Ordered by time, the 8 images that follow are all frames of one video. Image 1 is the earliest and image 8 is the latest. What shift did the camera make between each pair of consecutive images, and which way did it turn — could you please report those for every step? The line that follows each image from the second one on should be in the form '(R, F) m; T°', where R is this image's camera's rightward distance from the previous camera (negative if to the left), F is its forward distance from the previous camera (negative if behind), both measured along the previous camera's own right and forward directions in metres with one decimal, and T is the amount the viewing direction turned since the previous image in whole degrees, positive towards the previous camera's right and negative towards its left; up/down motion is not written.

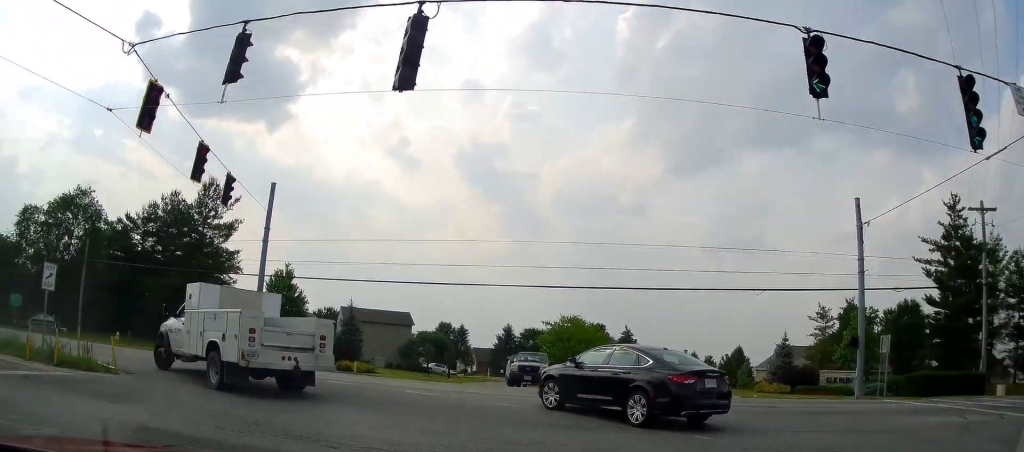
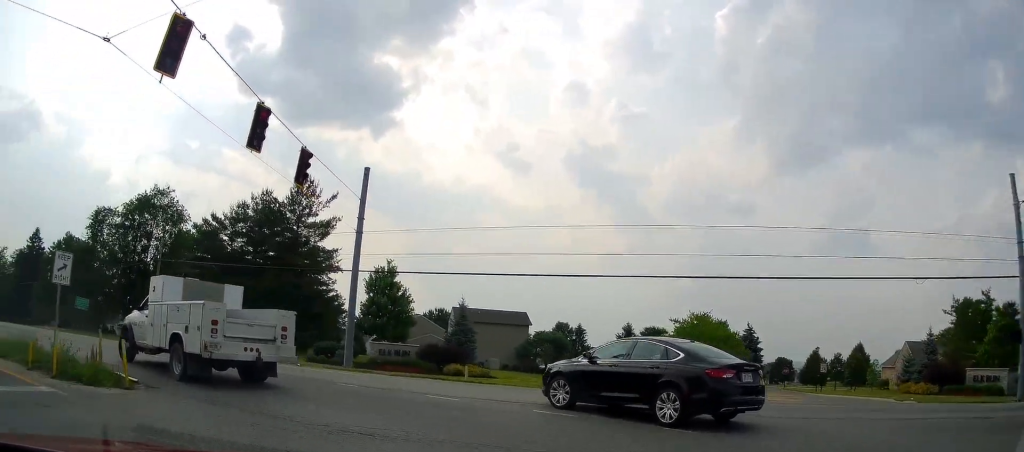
(0.0, +4.7) m; -7°
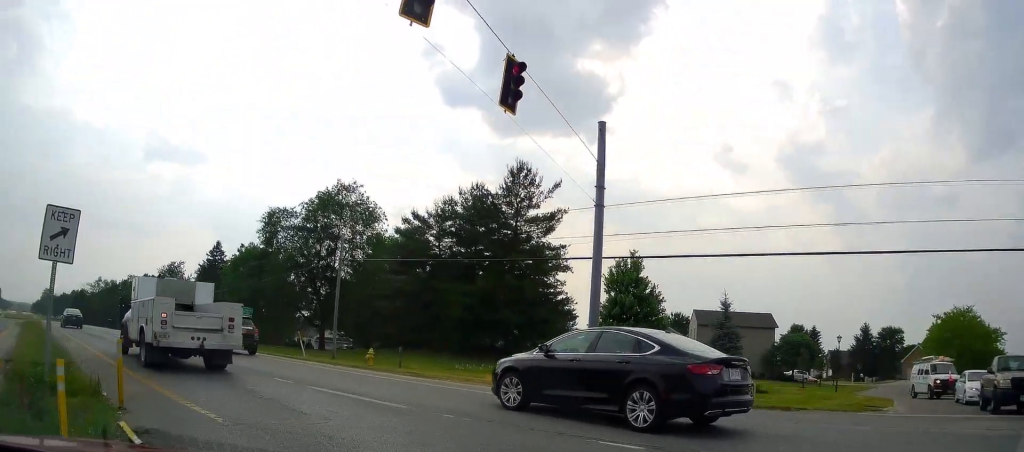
(-1.2, +7.8) m; -29°
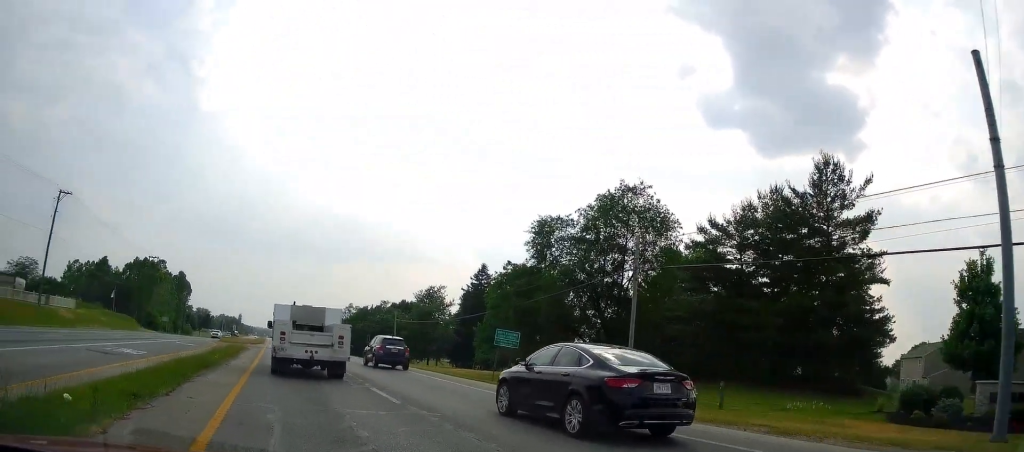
(-2.7, +7.5) m; -27°
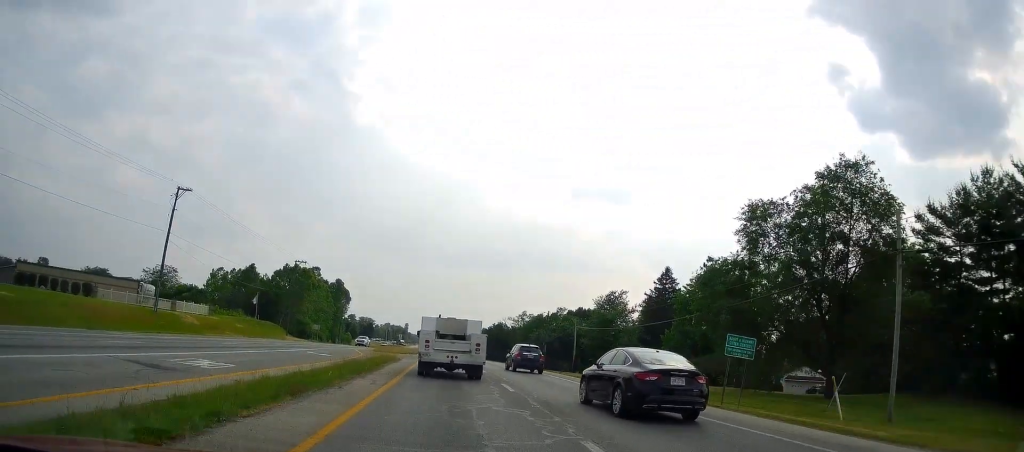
(-0.6, +7.3) m; -9°
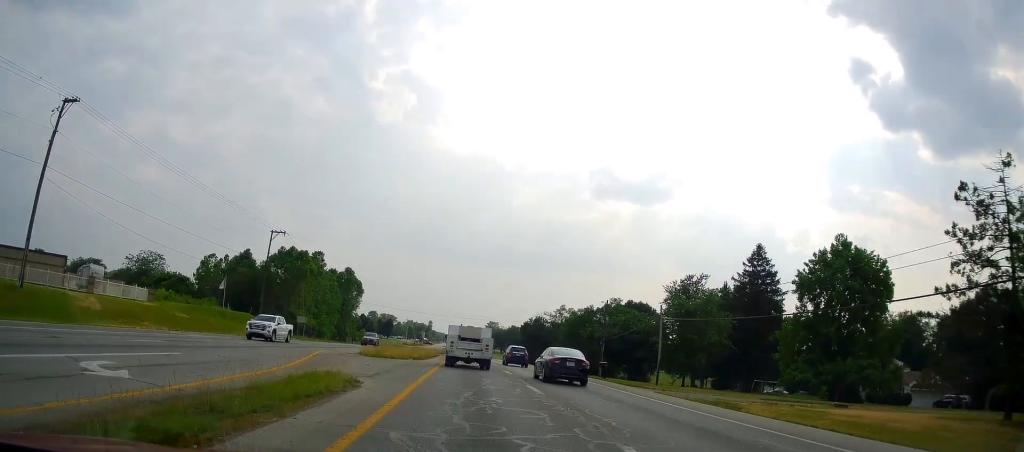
(-4.4, +24.6) m; -11°
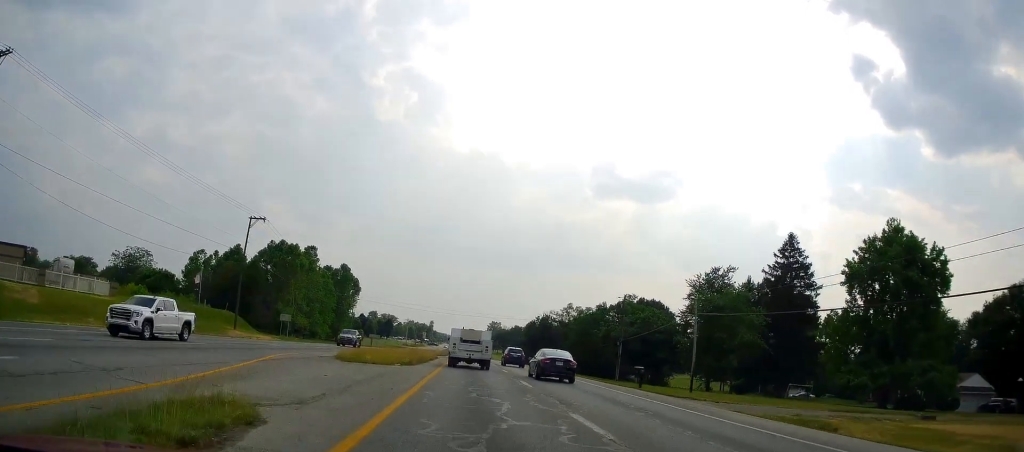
(+0.4, +8.2) m; +1°
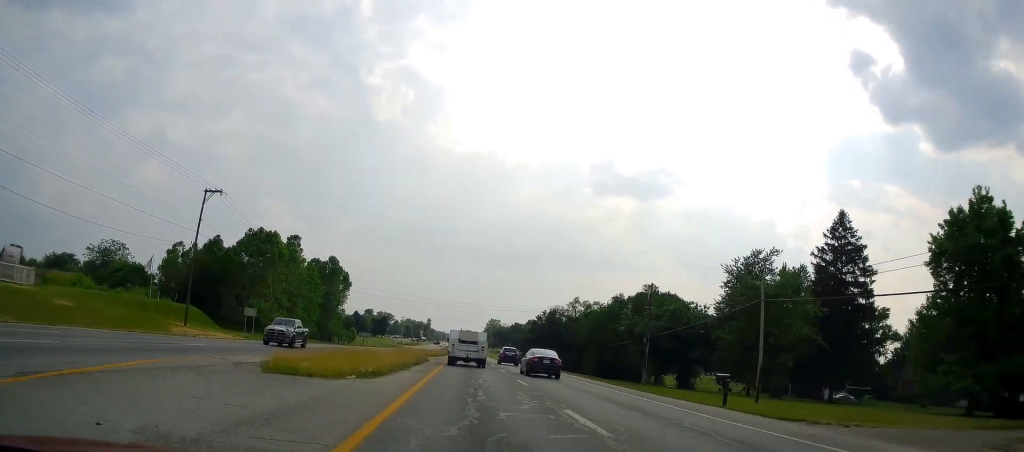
(-0.6, +11.5) m; -1°
